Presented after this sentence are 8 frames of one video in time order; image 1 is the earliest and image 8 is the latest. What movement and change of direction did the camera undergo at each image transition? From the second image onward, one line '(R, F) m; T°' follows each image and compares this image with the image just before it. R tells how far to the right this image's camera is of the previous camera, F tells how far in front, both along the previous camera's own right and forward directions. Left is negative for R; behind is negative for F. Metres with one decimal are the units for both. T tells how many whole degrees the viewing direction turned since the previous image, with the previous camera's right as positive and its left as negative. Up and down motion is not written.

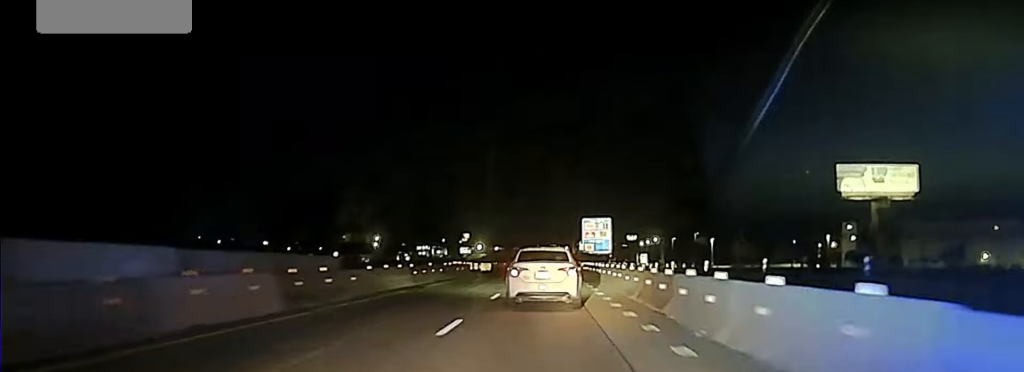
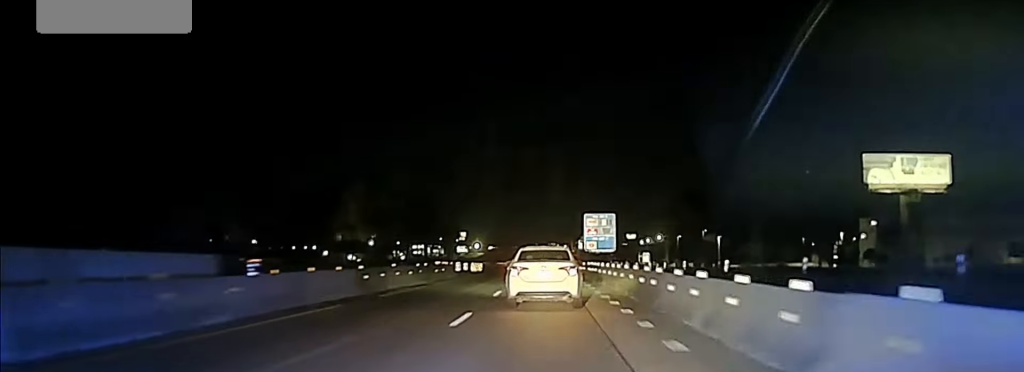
(0.0, +9.7) m; 0°
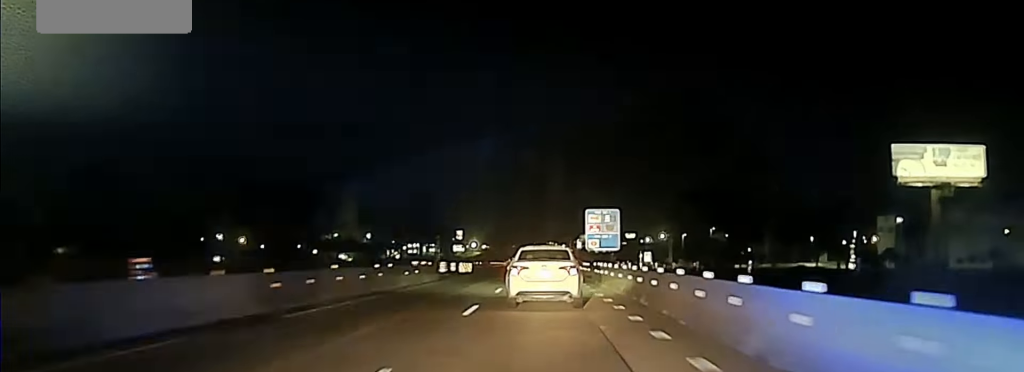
(0.0, +9.4) m; 0°
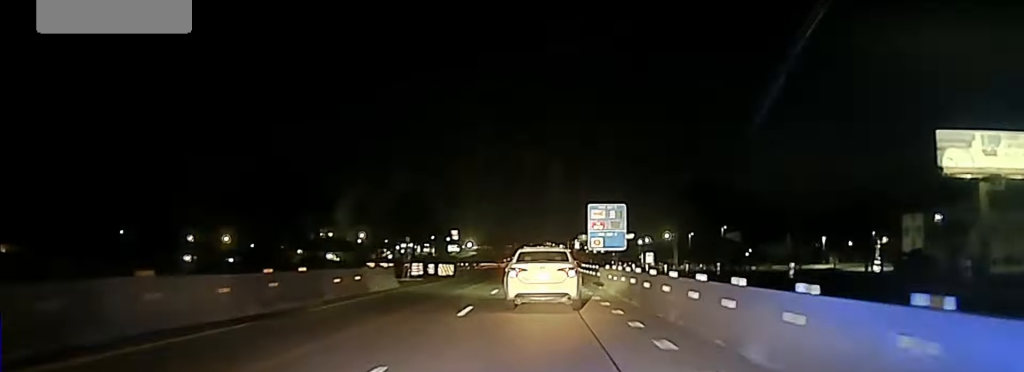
(0.0, +12.0) m; 0°
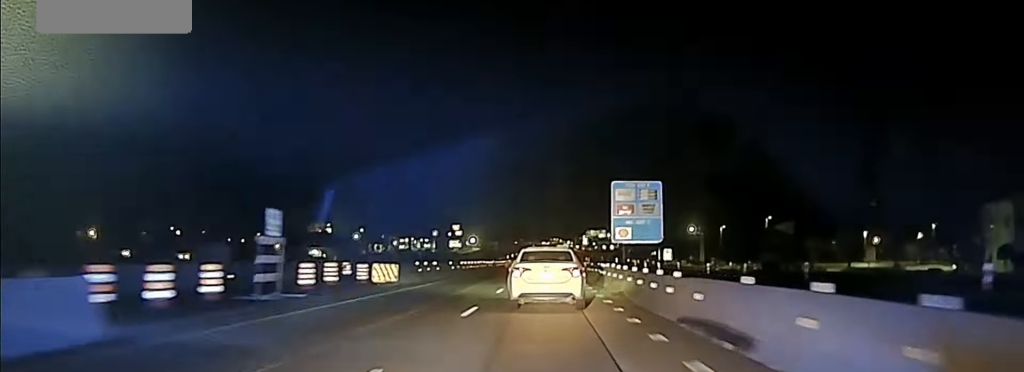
(0.0, +23.5) m; -1°
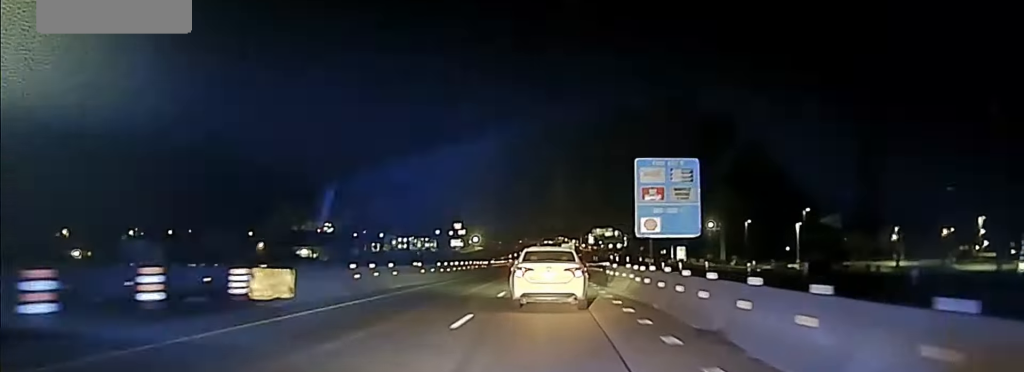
(-0.2, +14.3) m; -1°
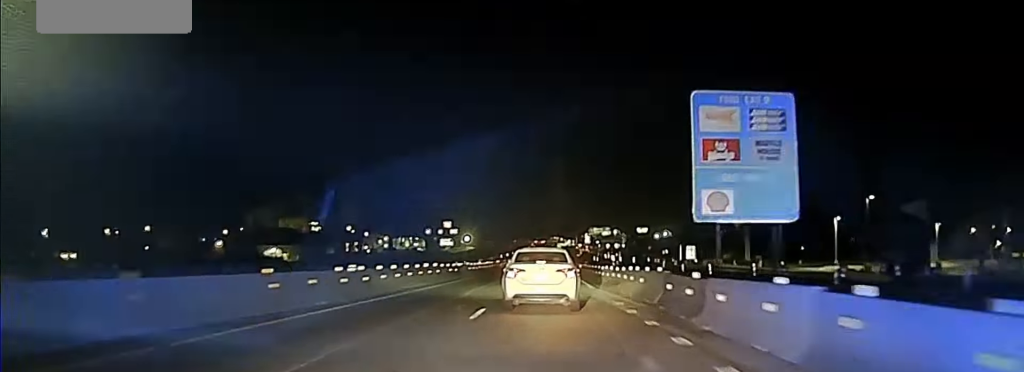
(0.0, +17.3) m; 0°
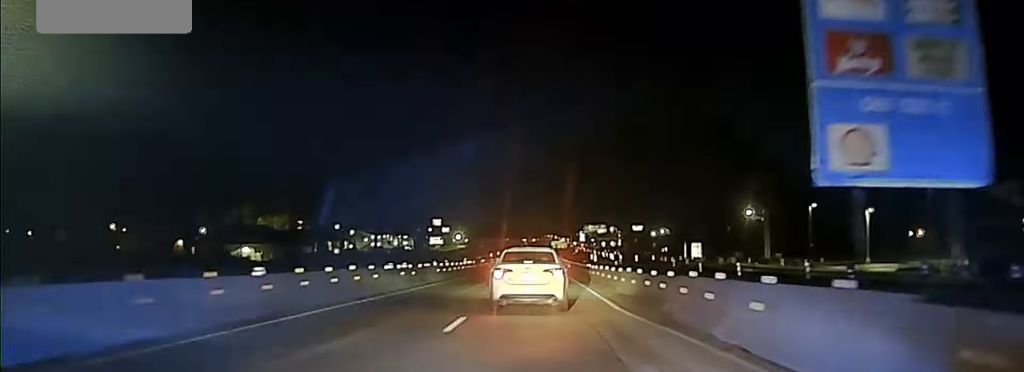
(0.0, +11.6) m; 0°
